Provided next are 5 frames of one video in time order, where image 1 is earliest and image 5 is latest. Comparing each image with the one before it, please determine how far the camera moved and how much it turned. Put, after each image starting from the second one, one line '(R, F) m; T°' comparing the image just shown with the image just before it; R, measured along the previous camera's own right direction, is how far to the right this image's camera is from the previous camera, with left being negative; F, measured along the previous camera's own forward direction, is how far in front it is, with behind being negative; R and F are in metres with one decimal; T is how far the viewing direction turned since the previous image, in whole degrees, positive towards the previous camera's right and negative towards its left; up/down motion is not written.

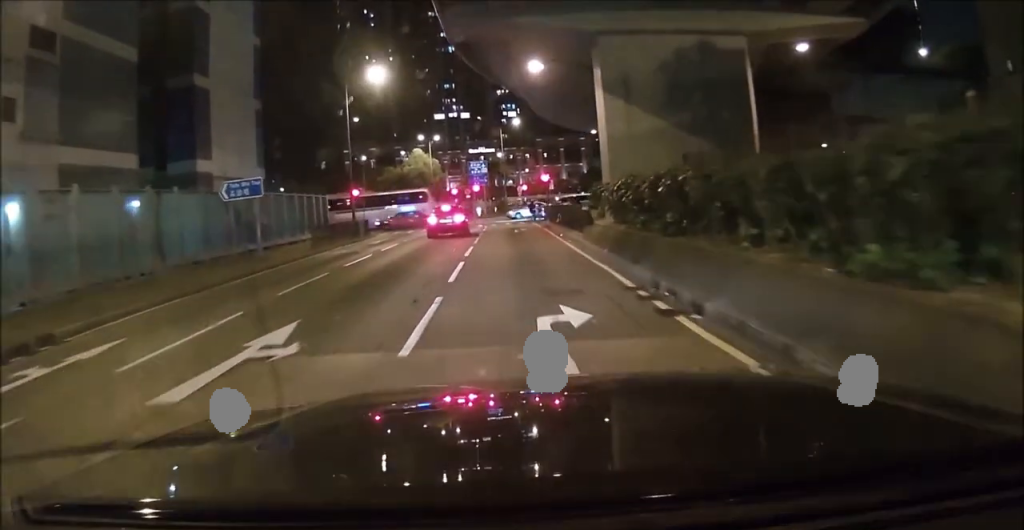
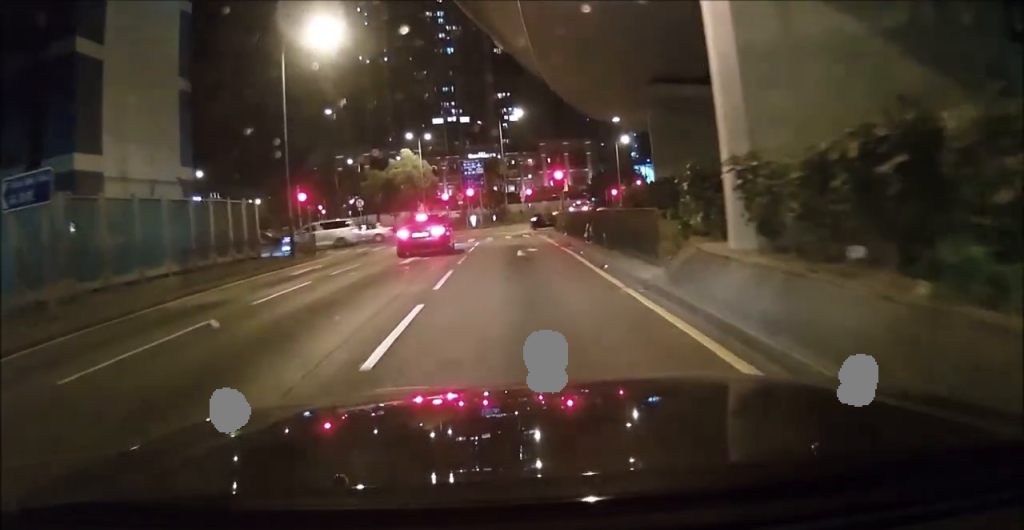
(+0.1, +11.2) m; -2°
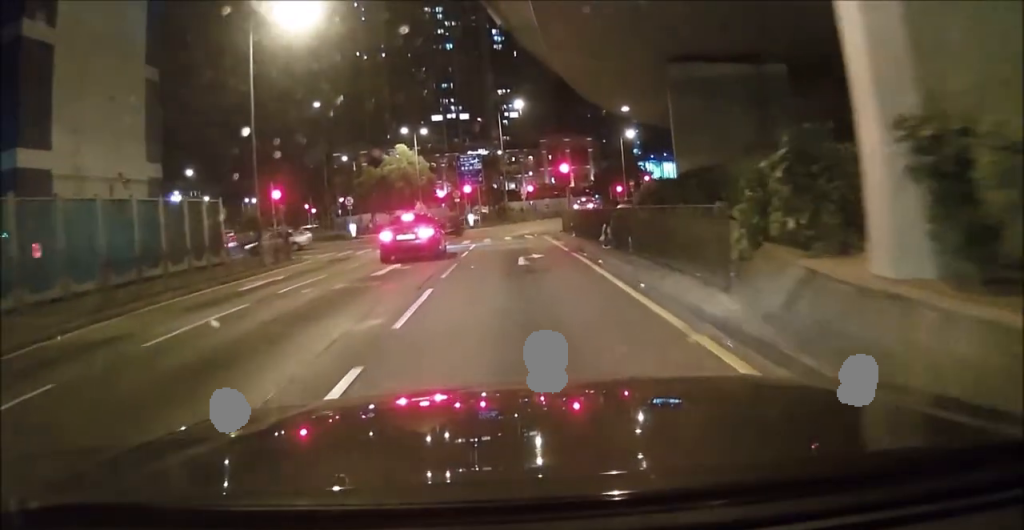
(0.0, +3.8) m; 0°
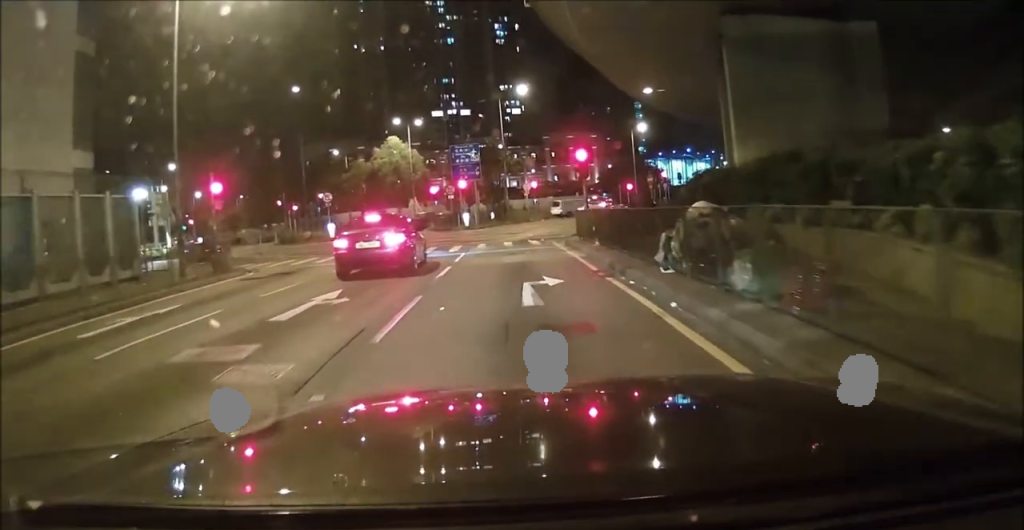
(0.0, +7.1) m; 0°
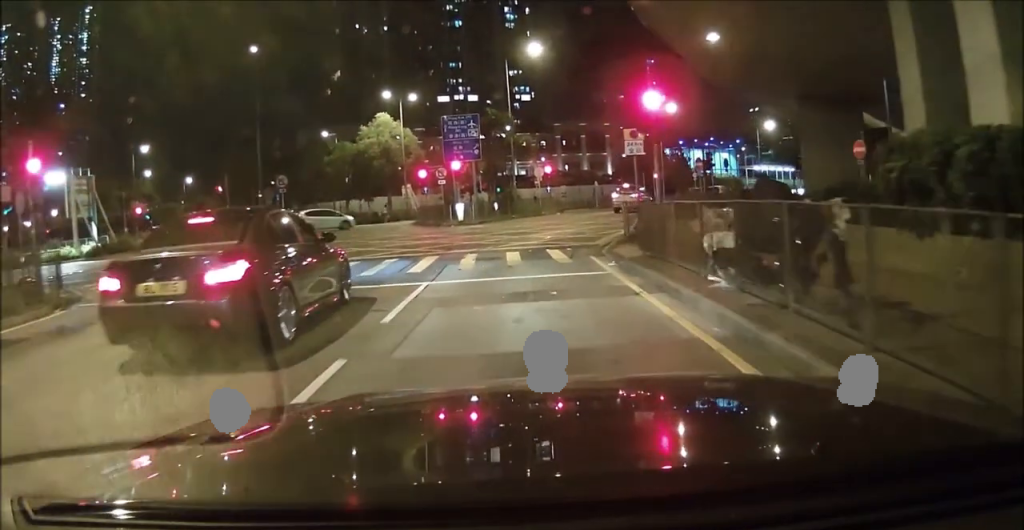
(0.0, +13.2) m; -4°
